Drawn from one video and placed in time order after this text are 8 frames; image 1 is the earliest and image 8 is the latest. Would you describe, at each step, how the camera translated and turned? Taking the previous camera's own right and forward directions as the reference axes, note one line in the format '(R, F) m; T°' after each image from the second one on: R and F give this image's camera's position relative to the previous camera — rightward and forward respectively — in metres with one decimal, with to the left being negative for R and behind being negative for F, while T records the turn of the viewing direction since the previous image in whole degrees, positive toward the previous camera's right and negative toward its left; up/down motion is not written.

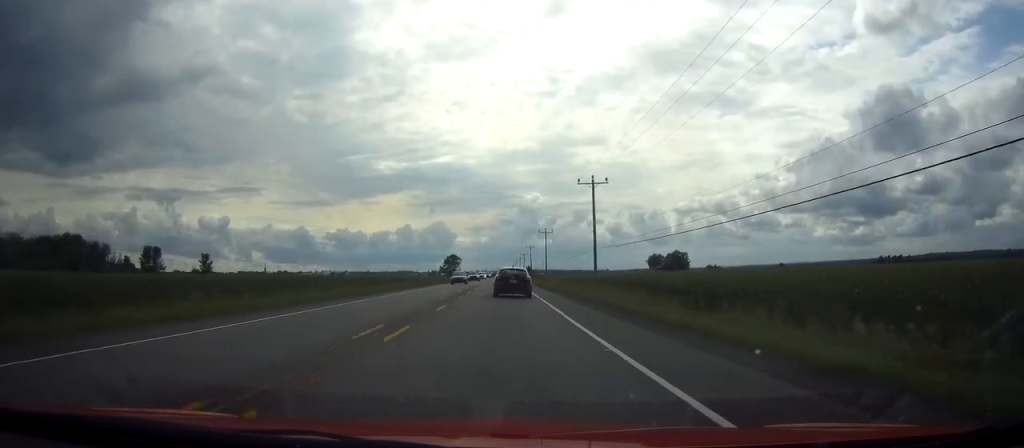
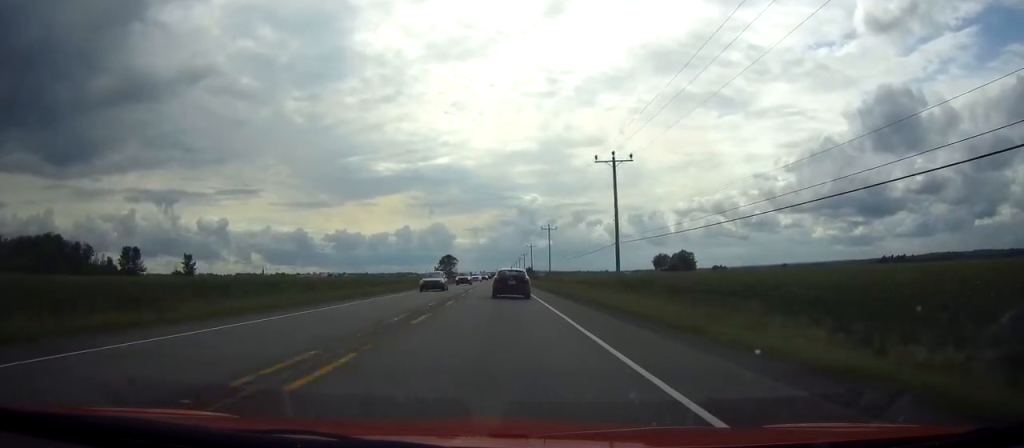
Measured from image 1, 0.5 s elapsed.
(0.0, +13.9) m; 0°
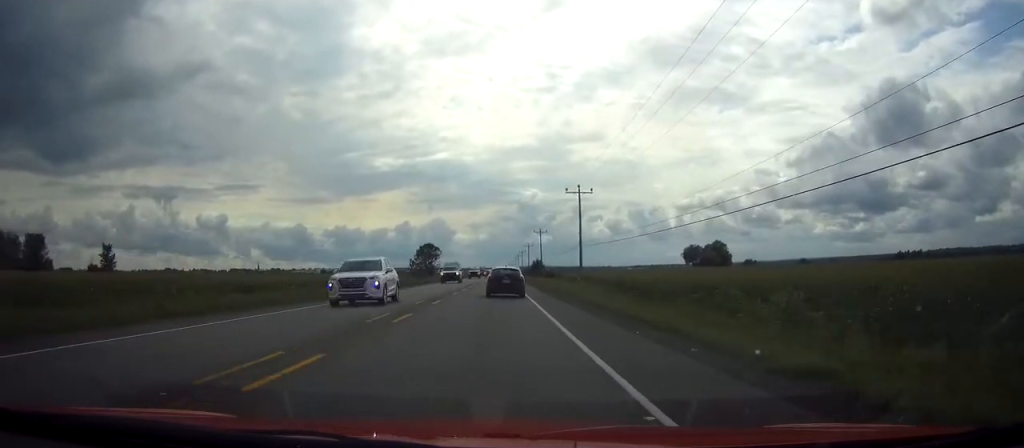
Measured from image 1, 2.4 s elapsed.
(0.0, +53.2) m; 0°
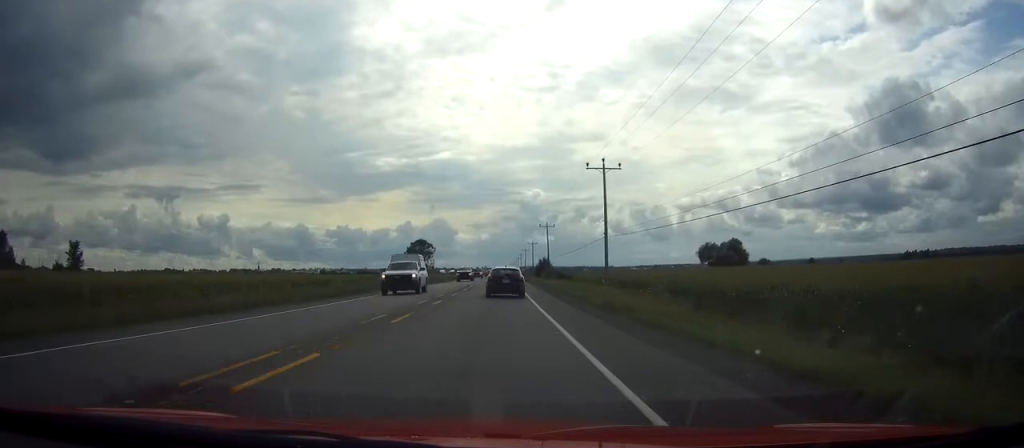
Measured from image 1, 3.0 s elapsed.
(0.0, +17.9) m; 0°
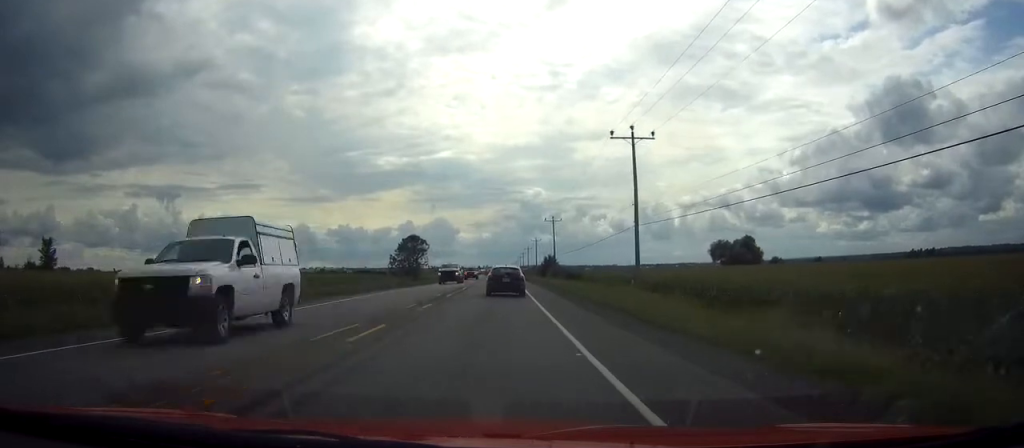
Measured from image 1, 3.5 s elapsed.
(+0.1, +13.1) m; 0°
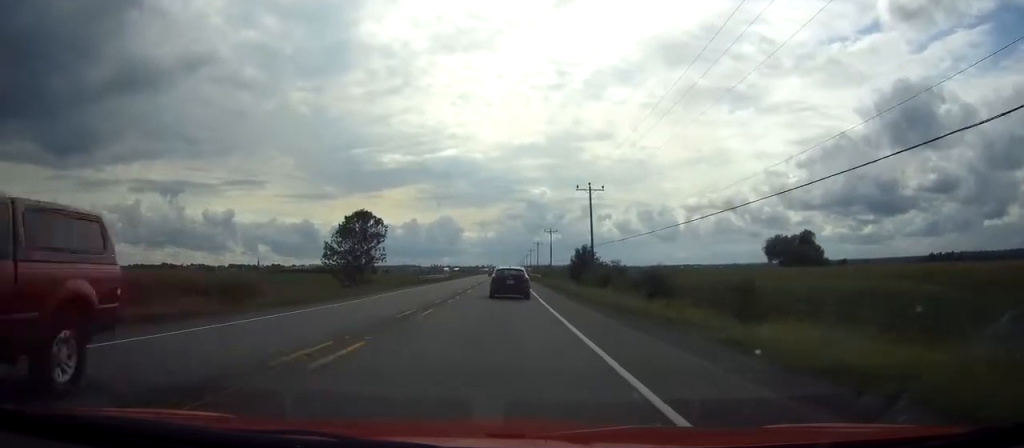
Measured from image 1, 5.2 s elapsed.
(-0.2, +47.1) m; 0°
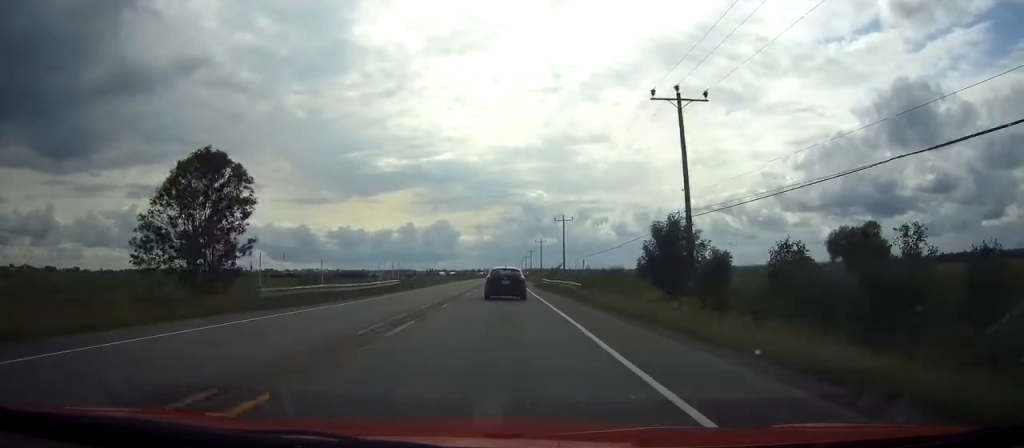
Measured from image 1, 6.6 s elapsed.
(0.0, +40.3) m; 0°
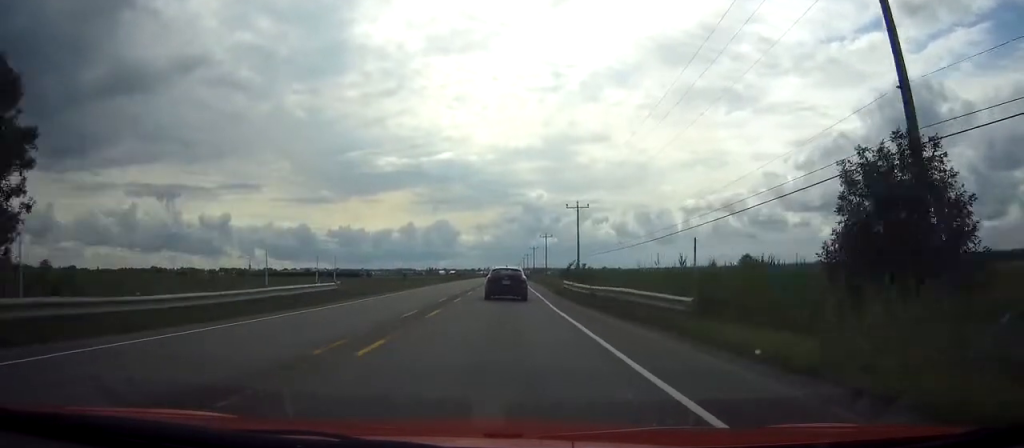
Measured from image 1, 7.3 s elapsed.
(0.0, +20.4) m; 0°
